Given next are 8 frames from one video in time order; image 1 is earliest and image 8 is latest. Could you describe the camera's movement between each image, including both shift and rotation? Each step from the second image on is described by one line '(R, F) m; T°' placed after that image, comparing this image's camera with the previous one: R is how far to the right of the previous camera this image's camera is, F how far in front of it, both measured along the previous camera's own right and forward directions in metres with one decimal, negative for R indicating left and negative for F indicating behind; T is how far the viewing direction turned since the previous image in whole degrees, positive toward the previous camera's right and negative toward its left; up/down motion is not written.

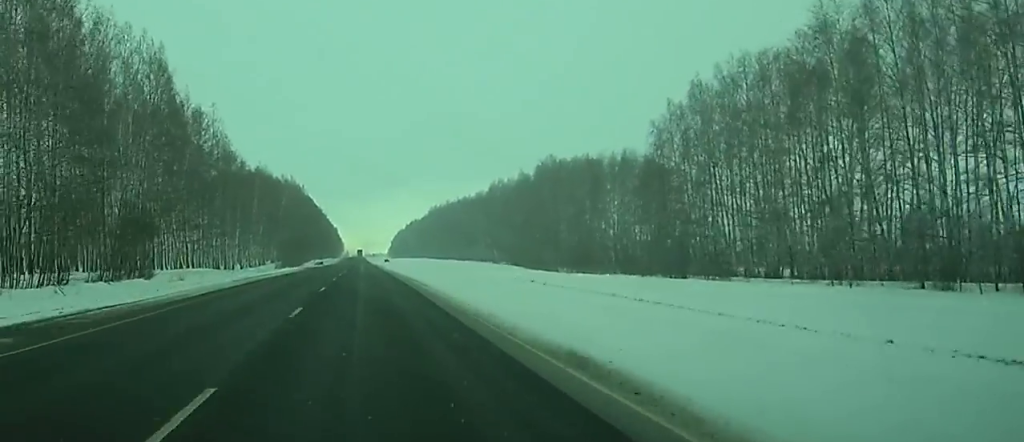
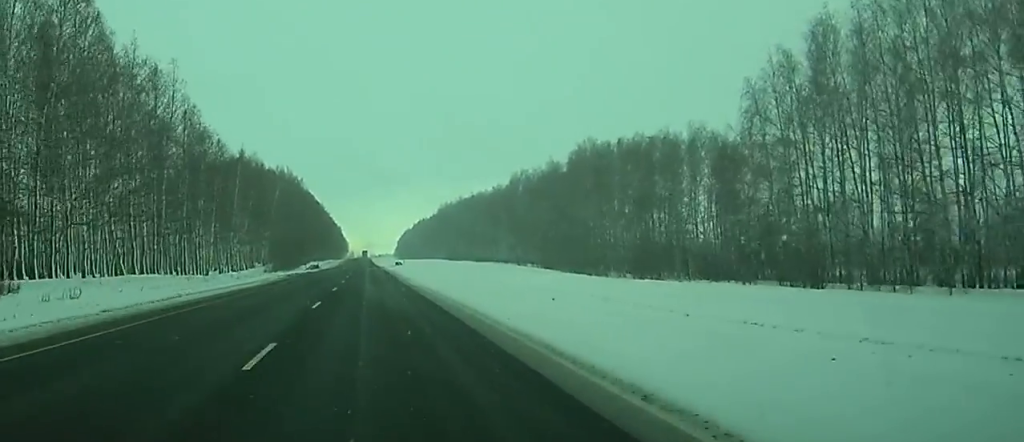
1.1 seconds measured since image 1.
(0.0, +31.2) m; 0°
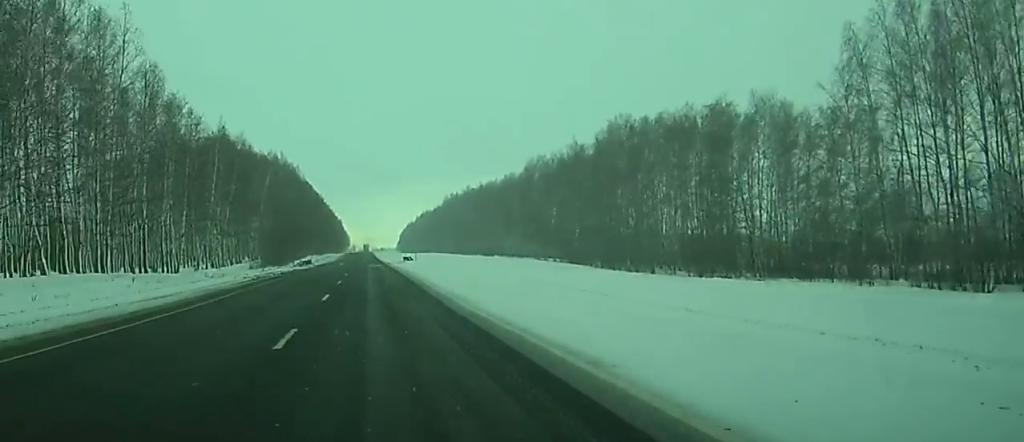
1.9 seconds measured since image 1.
(0.0, +21.6) m; 0°
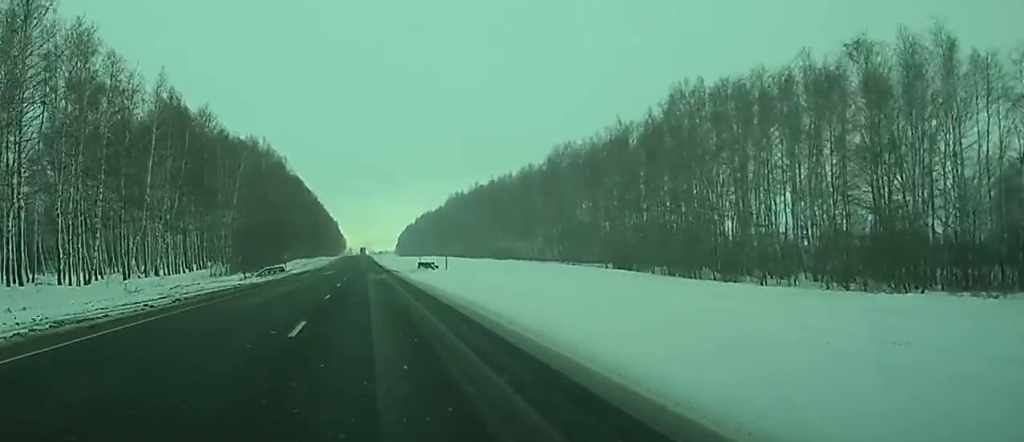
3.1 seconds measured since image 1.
(-0.1, +33.8) m; 0°
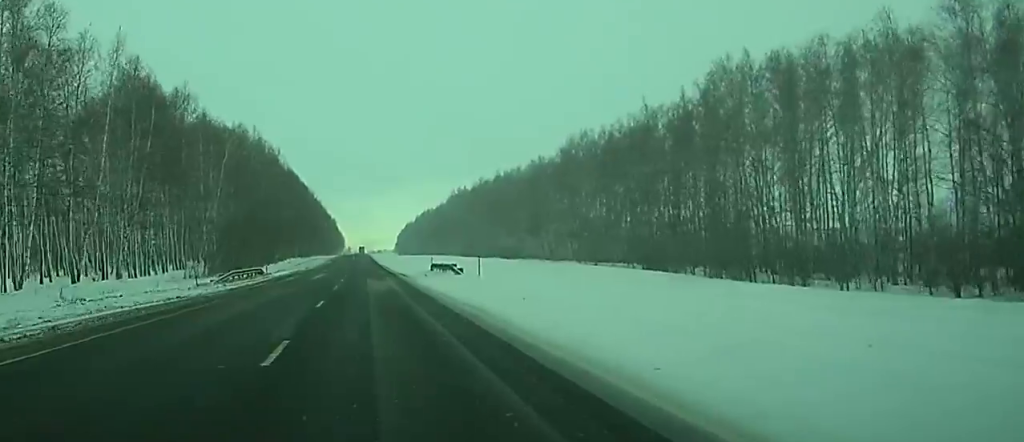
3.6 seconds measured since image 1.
(0.0, +15.1) m; 0°
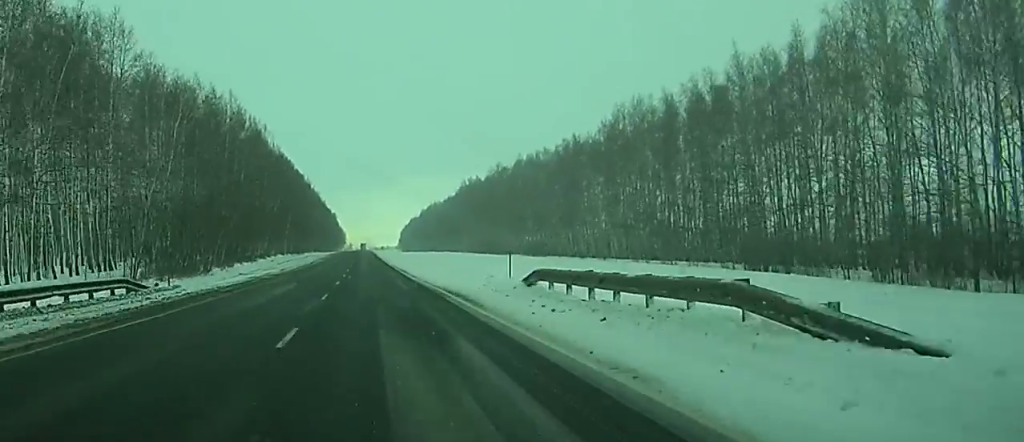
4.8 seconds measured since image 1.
(0.0, +34.0) m; 0°
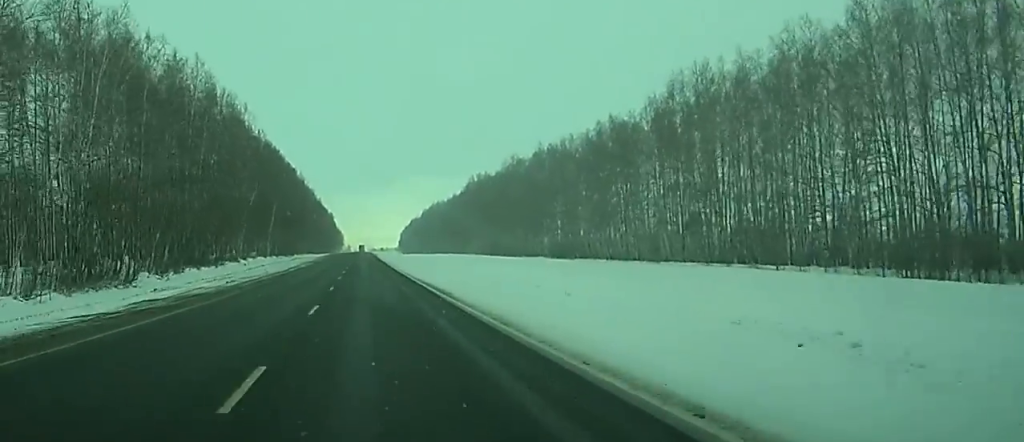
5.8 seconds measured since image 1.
(0.0, +28.5) m; 0°
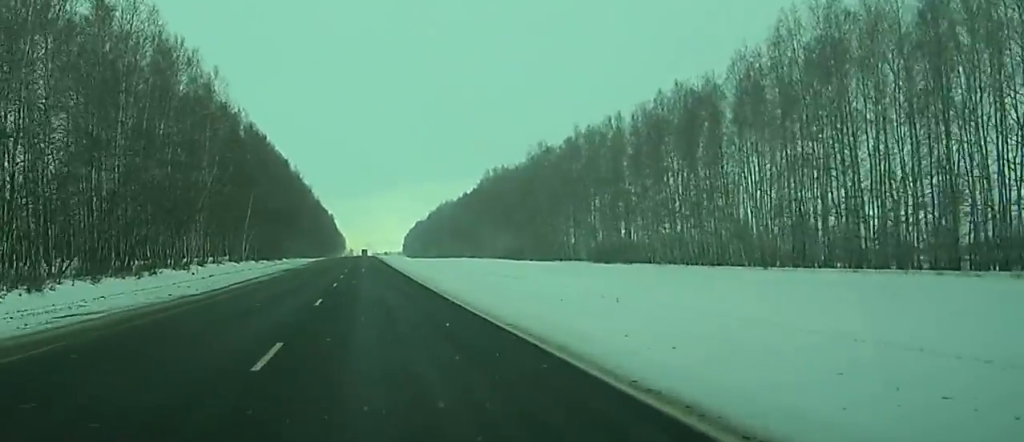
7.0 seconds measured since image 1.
(-0.1, +33.4) m; 0°
